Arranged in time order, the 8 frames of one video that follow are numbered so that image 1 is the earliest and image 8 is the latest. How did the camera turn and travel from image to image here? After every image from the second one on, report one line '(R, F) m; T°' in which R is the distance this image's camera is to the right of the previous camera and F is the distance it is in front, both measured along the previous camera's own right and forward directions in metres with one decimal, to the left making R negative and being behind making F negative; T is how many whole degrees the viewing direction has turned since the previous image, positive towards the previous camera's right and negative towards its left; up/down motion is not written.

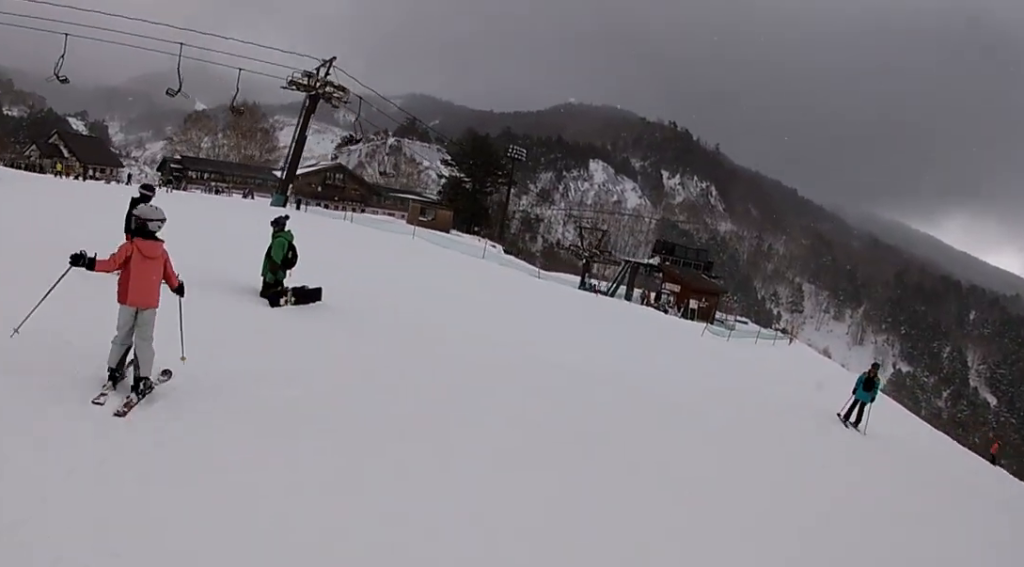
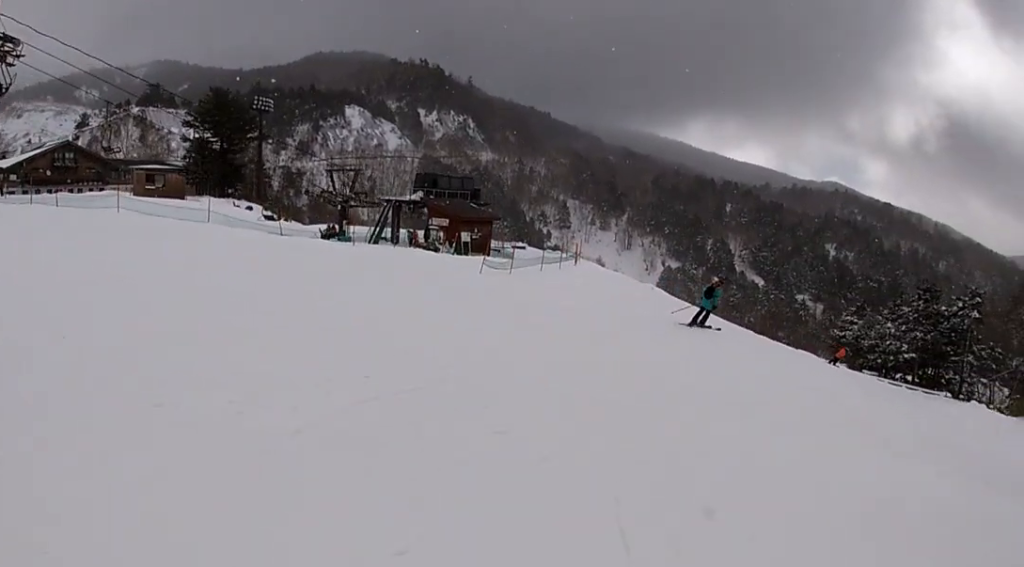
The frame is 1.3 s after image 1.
(+1.0, +5.9) m; +17°
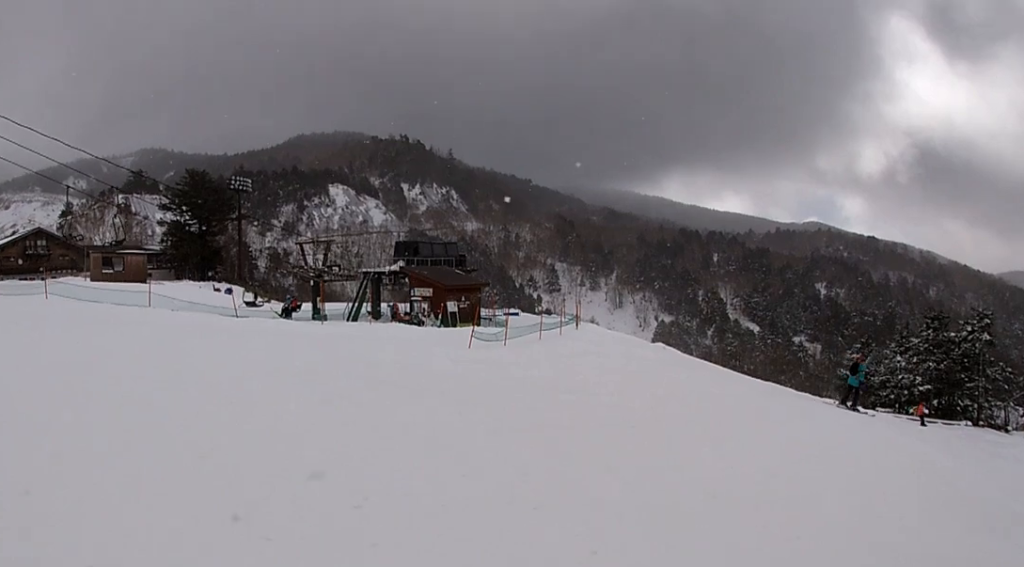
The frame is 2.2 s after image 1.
(+0.5, +4.1) m; +9°
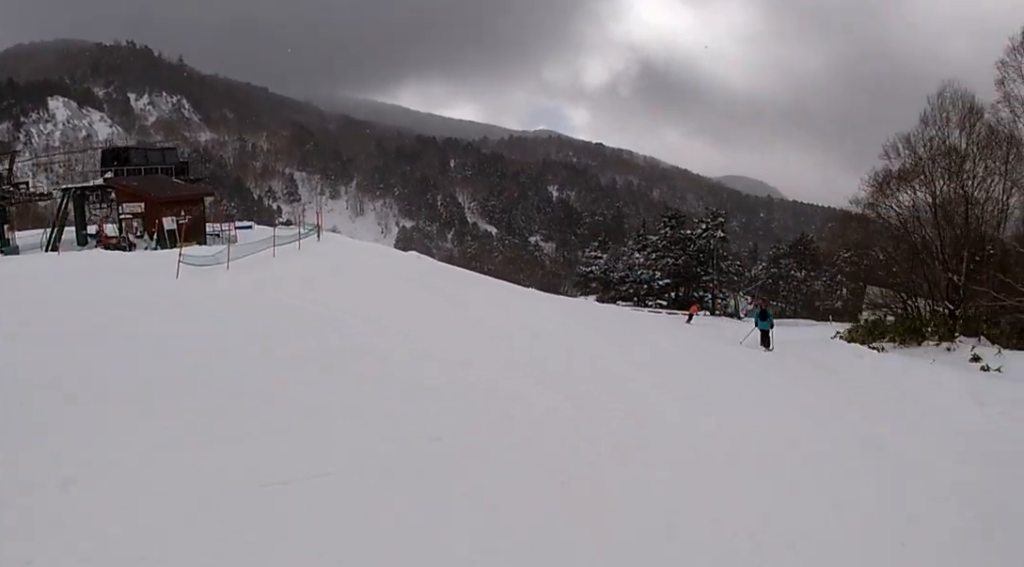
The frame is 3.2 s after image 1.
(+0.1, +4.6) m; +7°
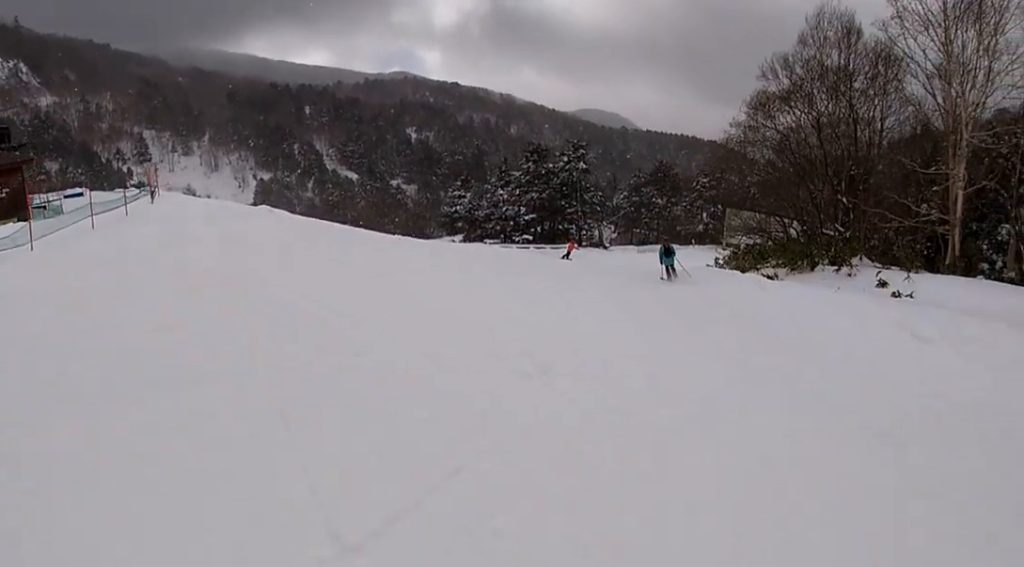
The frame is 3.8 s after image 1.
(-0.2, +2.6) m; +12°
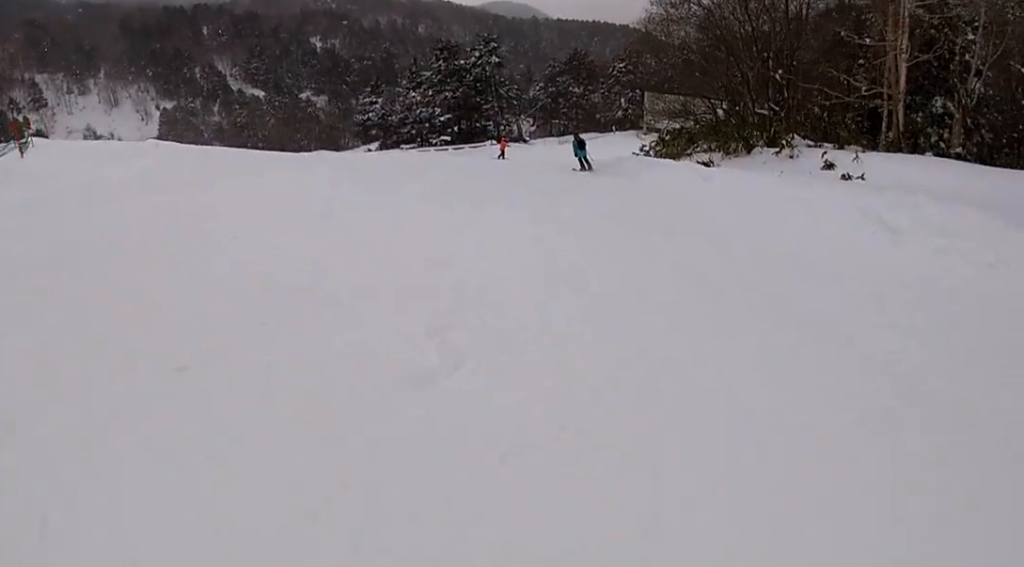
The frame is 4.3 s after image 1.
(+0.3, +1.8) m; +8°
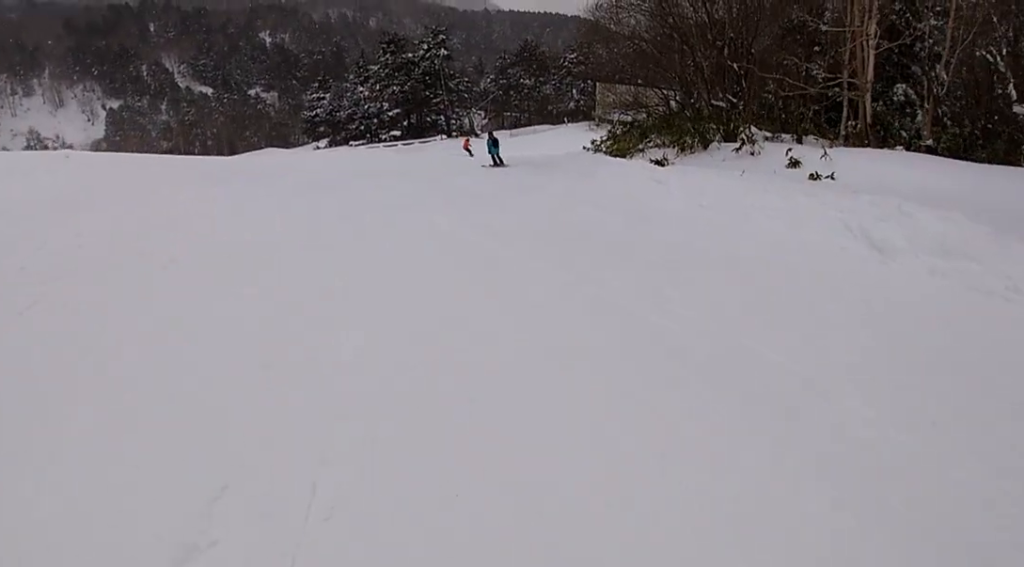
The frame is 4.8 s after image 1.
(+0.5, +2.1) m; +8°
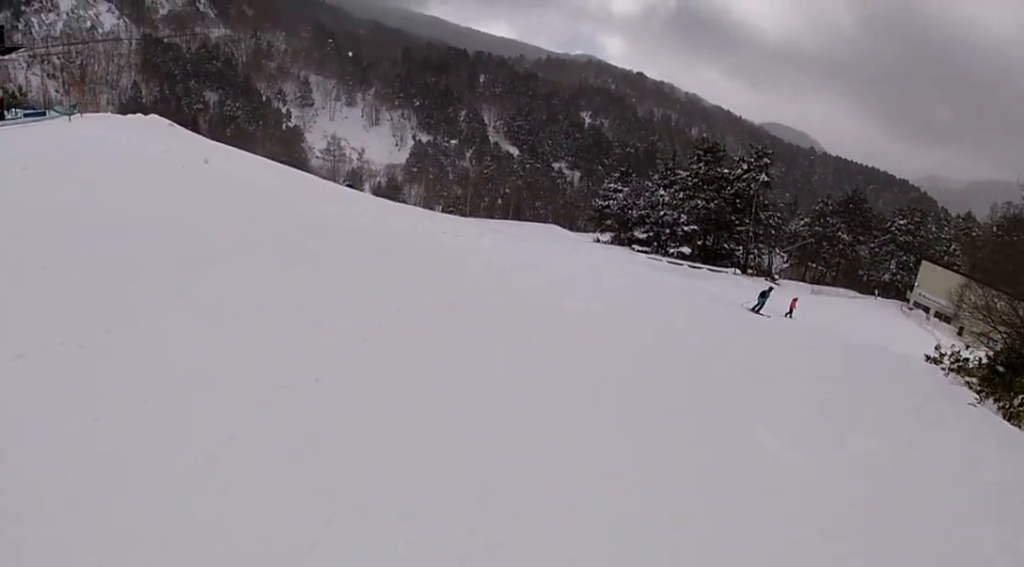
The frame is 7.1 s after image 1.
(-2.4, +9.5) m; -15°
